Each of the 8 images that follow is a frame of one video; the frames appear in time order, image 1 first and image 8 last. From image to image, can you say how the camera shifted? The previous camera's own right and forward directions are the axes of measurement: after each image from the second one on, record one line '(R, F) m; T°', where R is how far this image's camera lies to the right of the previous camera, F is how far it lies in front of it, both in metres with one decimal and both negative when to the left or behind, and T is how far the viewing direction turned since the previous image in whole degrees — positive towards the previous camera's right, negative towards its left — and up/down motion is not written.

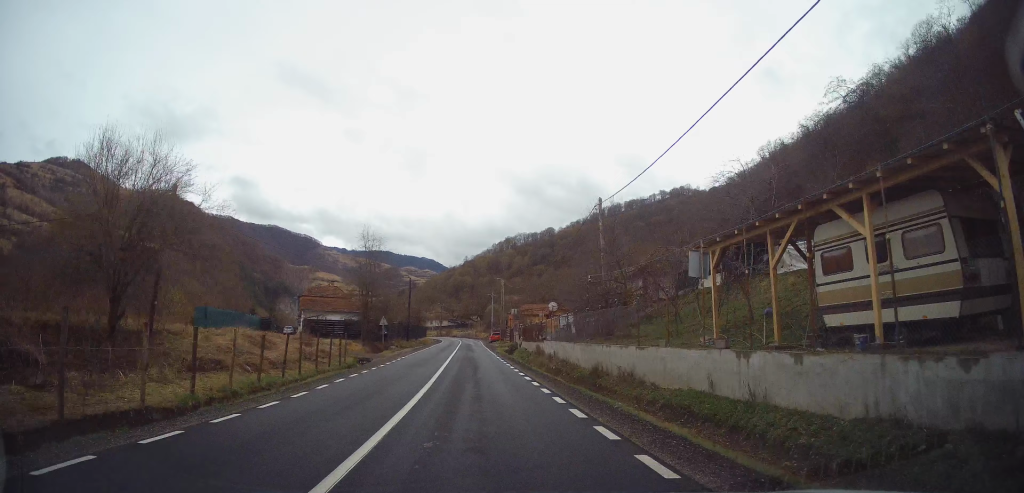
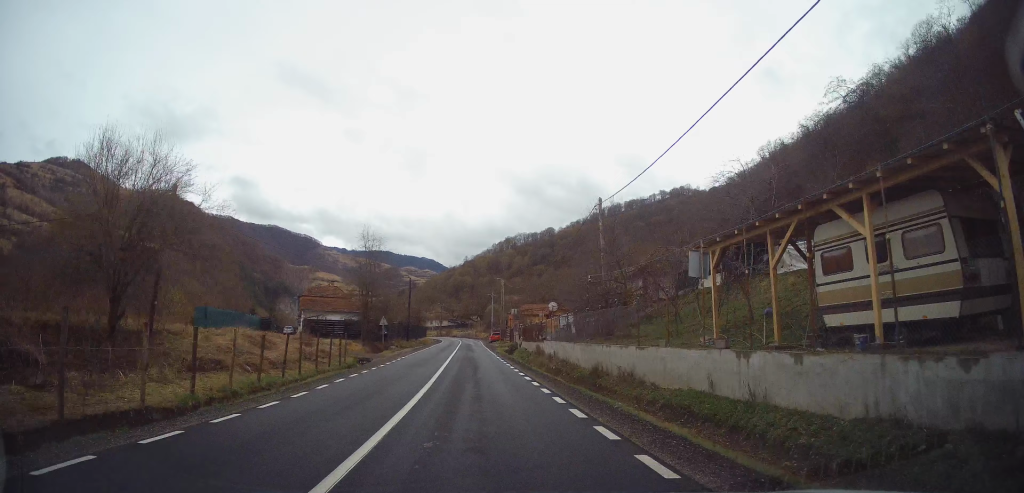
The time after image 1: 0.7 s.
(0.0, 0.0) m; 0°
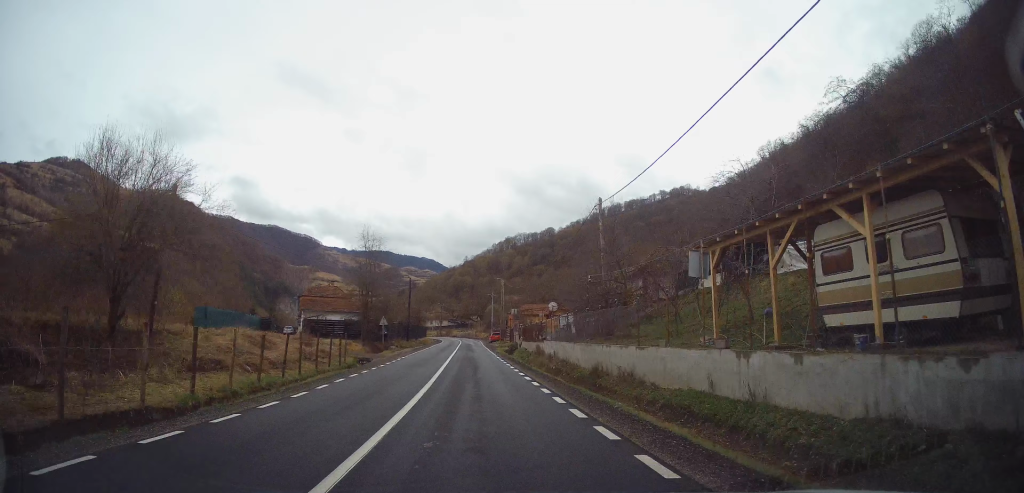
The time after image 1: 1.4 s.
(0.0, 0.0) m; 0°
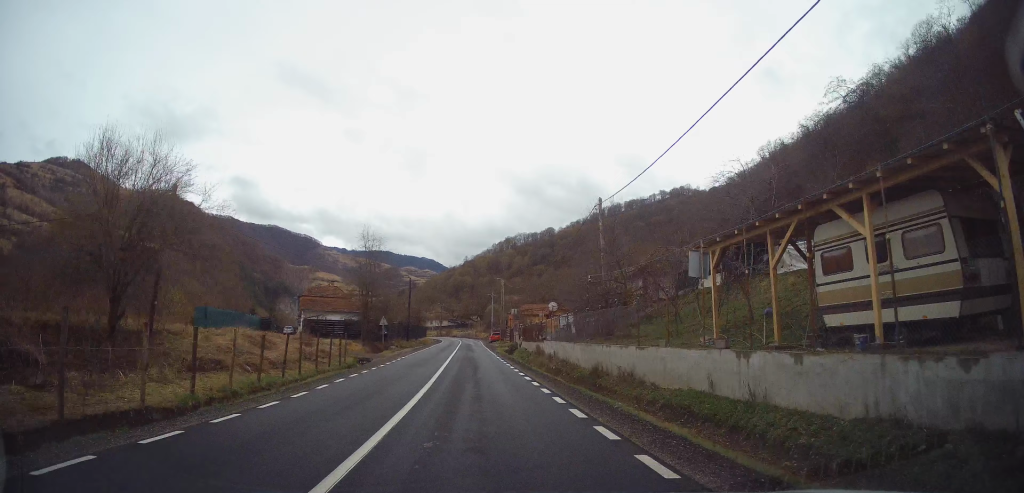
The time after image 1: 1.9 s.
(0.0, 0.0) m; 0°
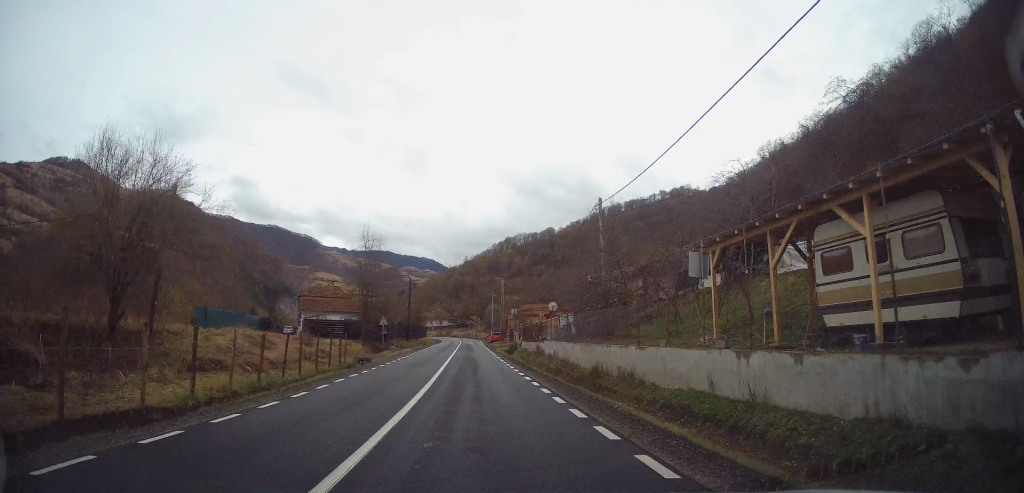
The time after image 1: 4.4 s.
(0.0, 0.0) m; 0°
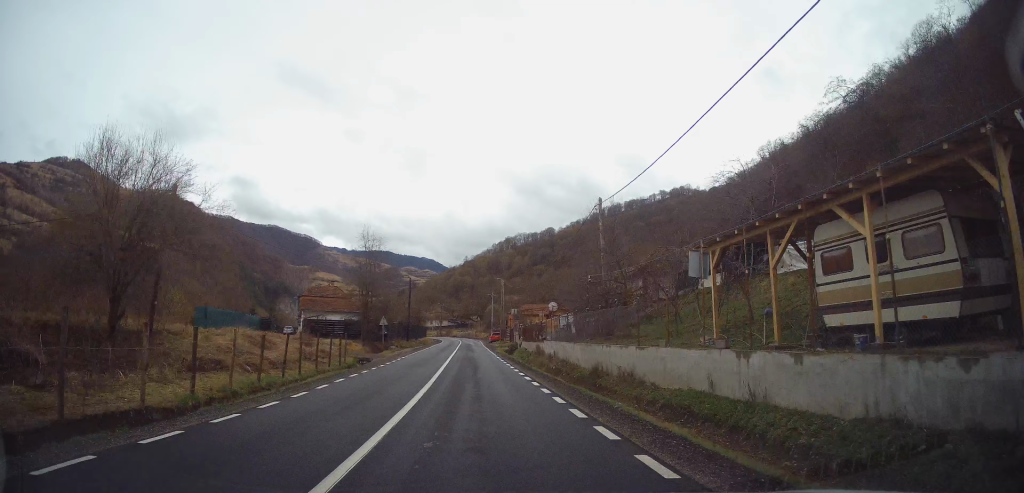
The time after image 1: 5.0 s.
(0.0, 0.0) m; 0°
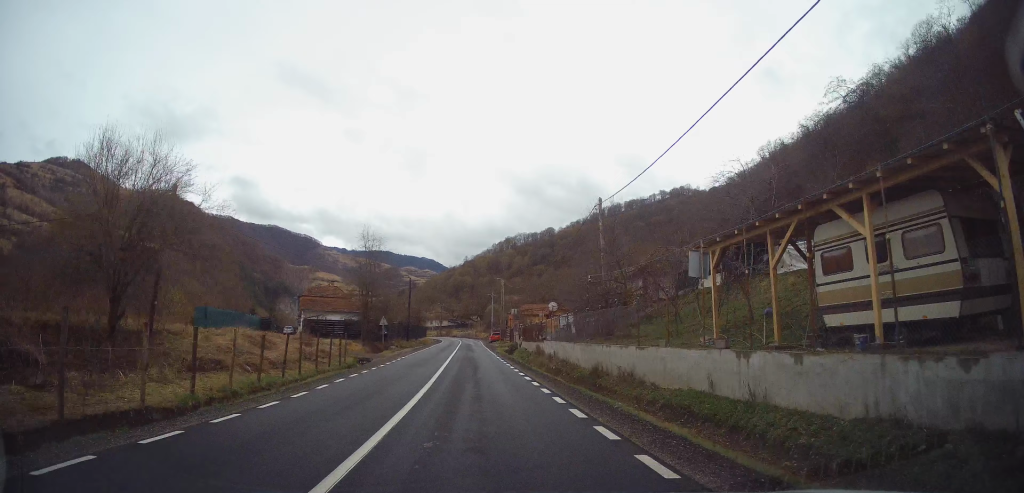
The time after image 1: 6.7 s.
(0.0, 0.0) m; 0°
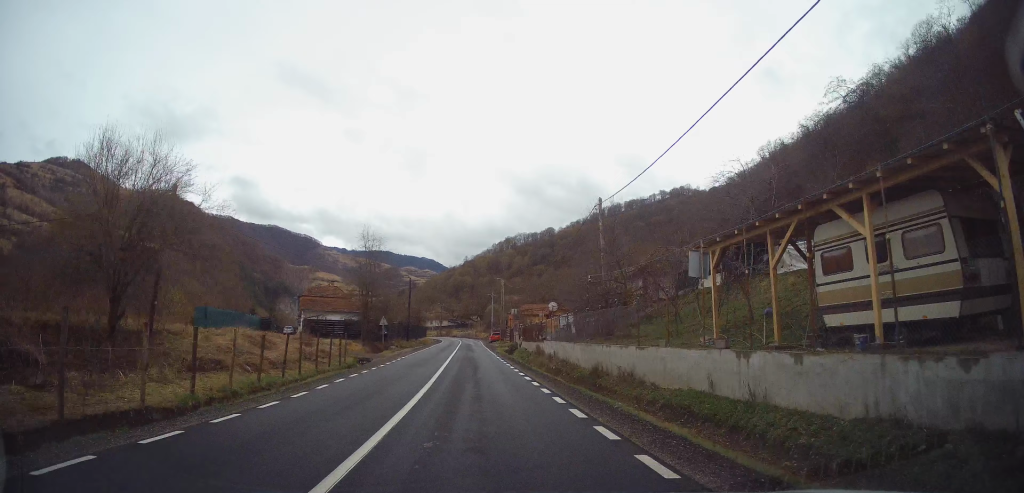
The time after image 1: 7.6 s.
(0.0, 0.0) m; 0°
